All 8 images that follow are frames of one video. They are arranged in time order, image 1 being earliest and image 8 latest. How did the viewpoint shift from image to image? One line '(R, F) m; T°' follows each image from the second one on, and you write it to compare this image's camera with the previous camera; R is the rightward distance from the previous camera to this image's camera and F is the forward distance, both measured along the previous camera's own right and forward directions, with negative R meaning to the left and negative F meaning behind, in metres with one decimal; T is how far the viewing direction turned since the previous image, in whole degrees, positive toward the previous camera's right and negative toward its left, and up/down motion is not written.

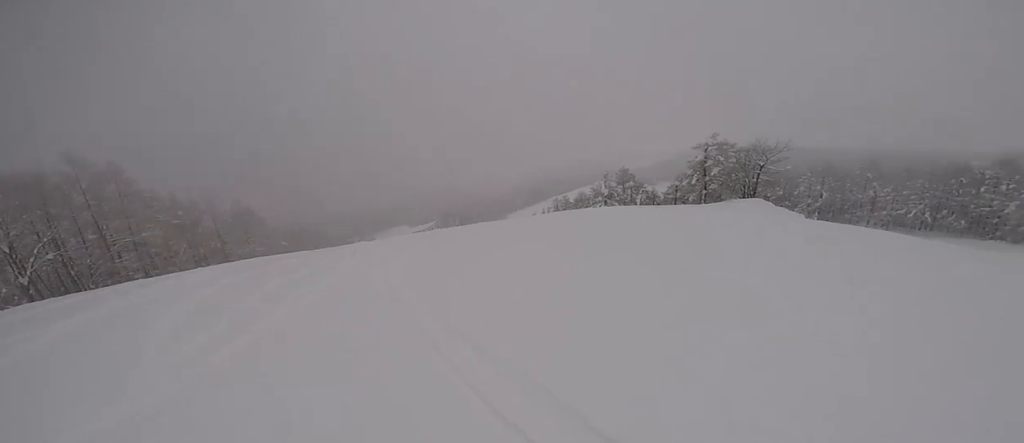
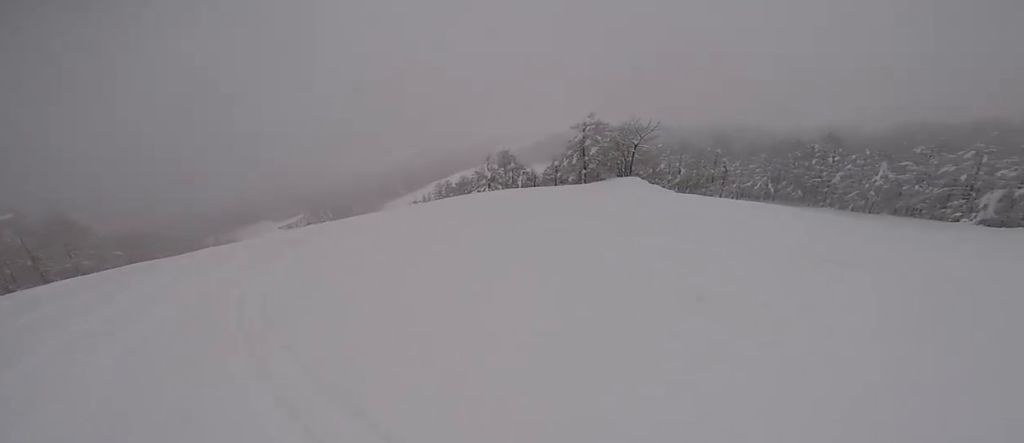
(-0.2, +2.1) m; +3°
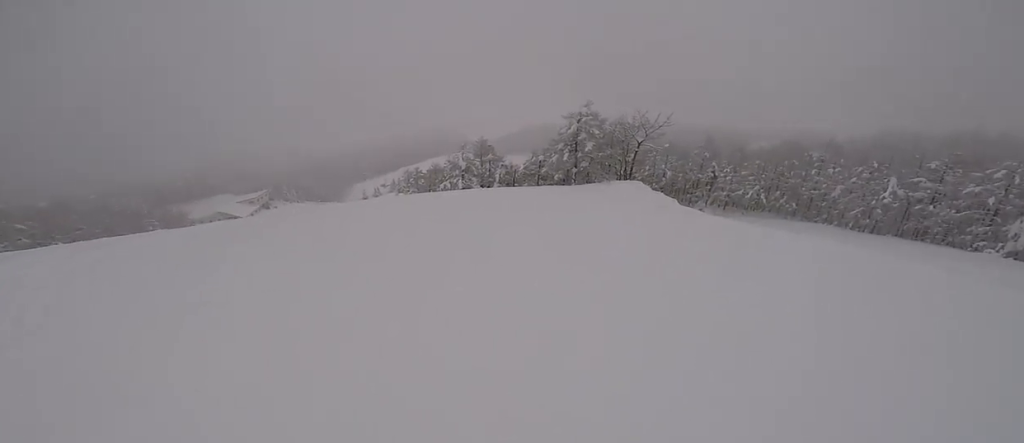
(+1.0, +7.2) m; +19°
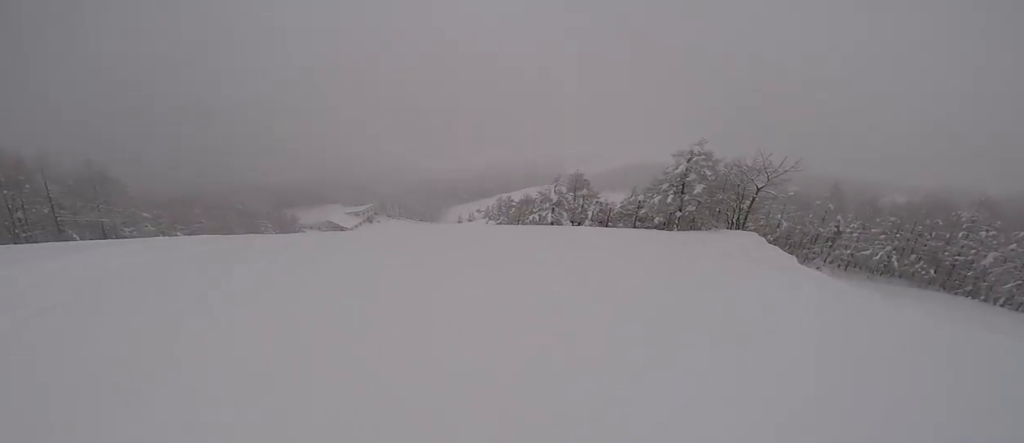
(0.0, +2.3) m; -5°
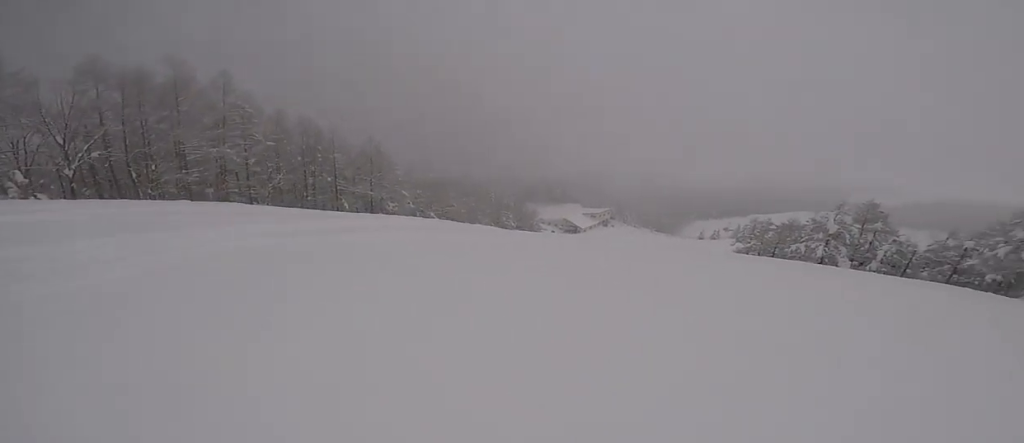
(-0.3, +4.4) m; -14°
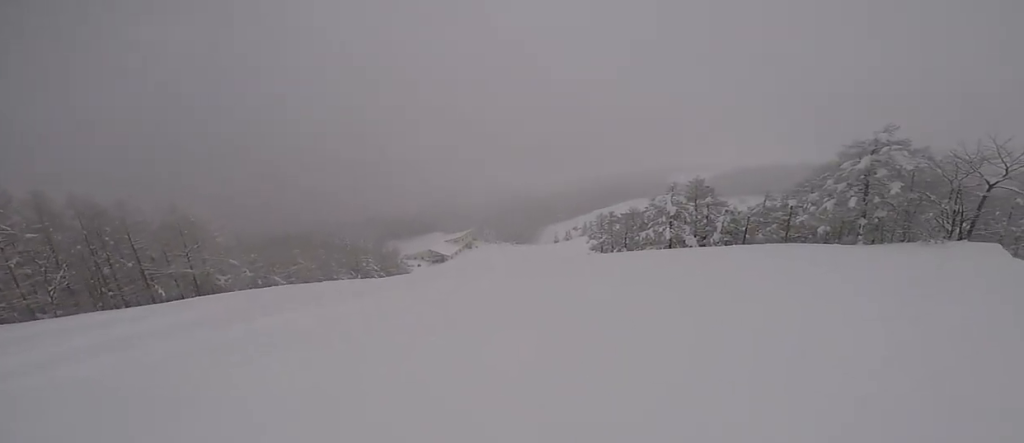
(-0.6, +3.2) m; -9°
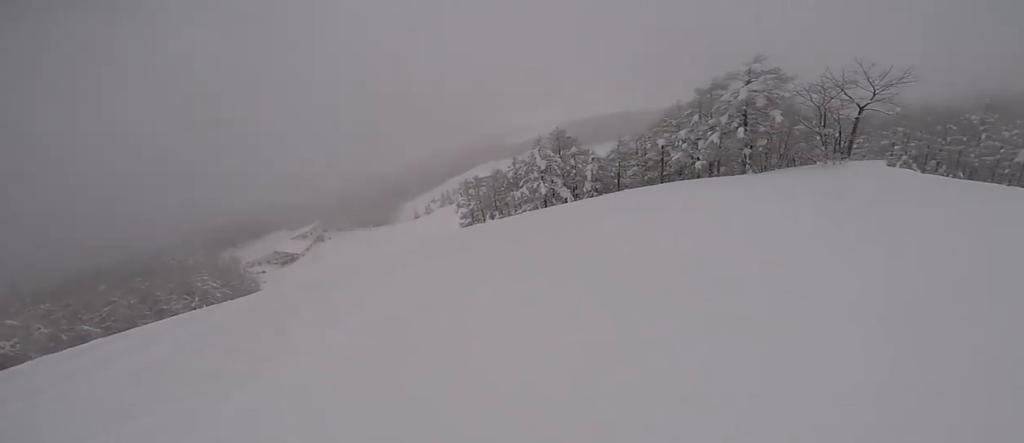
(-0.2, +5.2) m; +10°
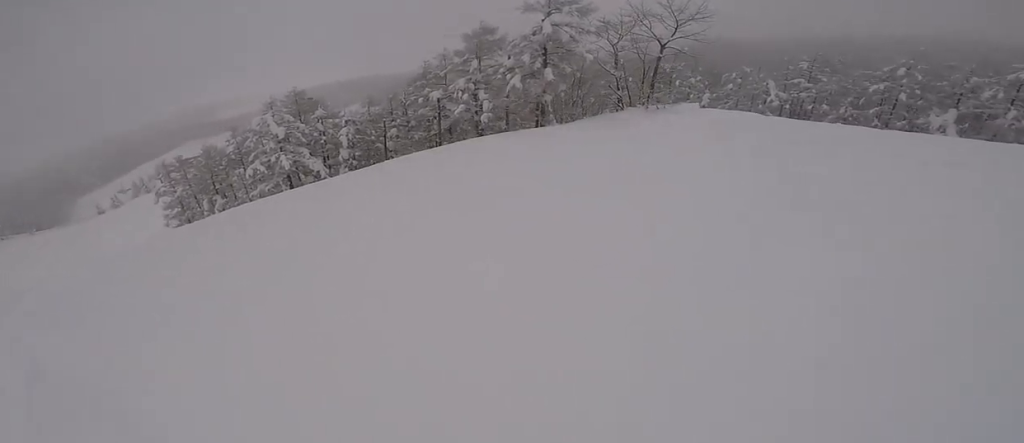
(+1.9, +7.4) m; +19°
